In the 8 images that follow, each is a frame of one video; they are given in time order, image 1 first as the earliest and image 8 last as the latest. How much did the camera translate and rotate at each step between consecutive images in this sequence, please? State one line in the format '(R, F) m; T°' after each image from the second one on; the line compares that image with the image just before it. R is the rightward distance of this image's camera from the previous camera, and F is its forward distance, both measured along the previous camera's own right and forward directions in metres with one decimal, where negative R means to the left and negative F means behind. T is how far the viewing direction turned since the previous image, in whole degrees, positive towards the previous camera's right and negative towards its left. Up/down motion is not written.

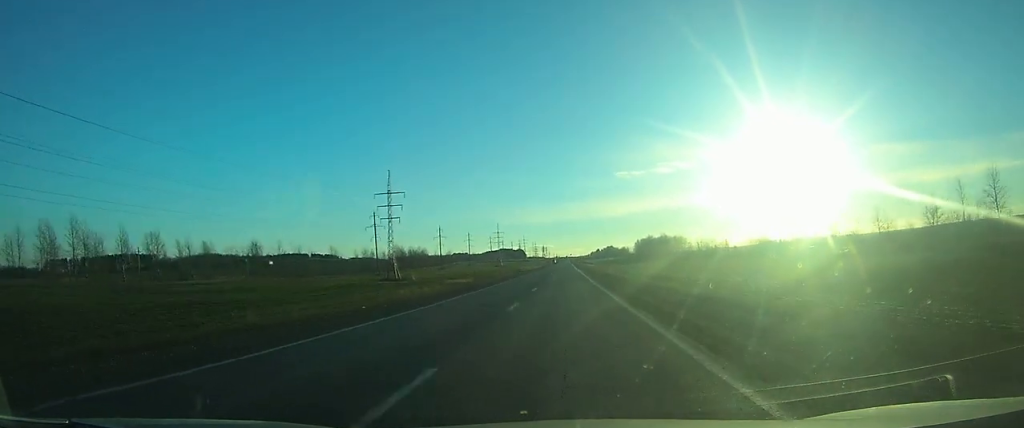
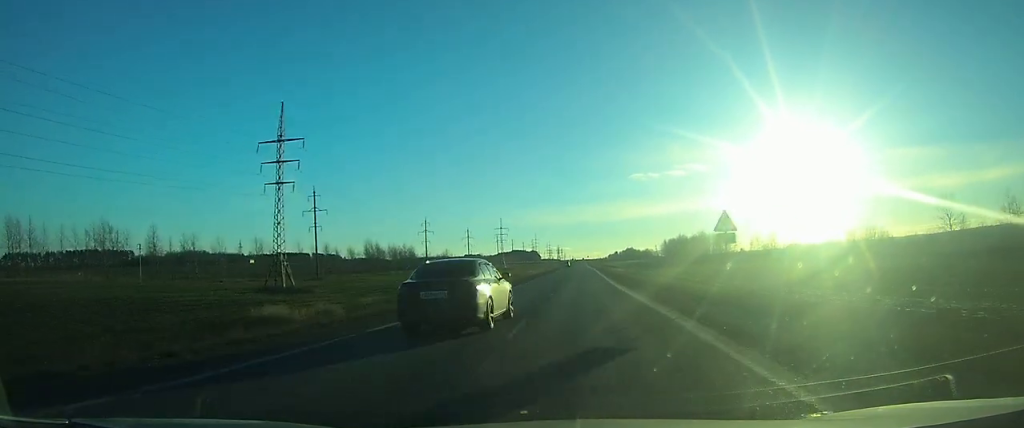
(-0.5, +66.4) m; 0°
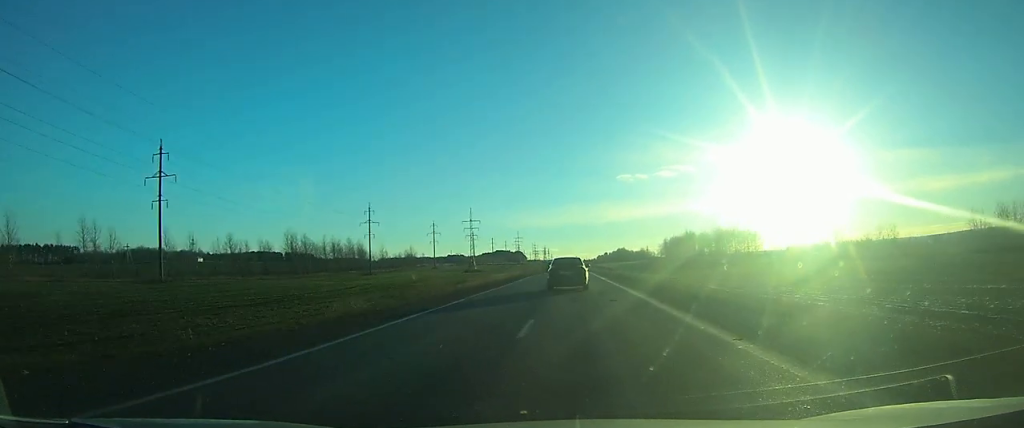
(+0.4, +57.8) m; +1°
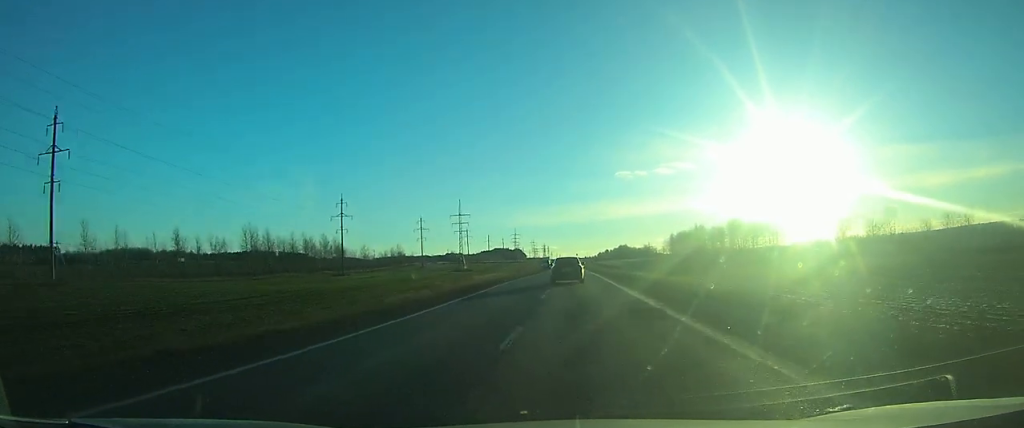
(+0.1, +24.0) m; 0°
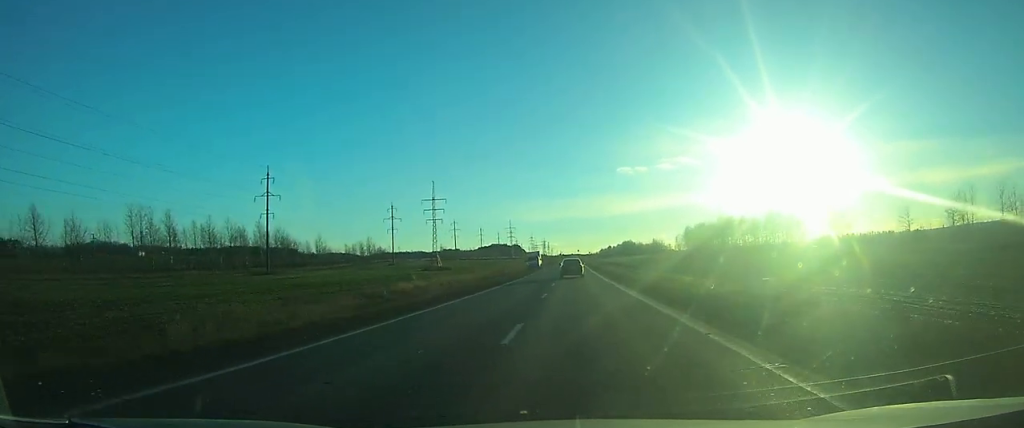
(0.0, +46.7) m; 0°
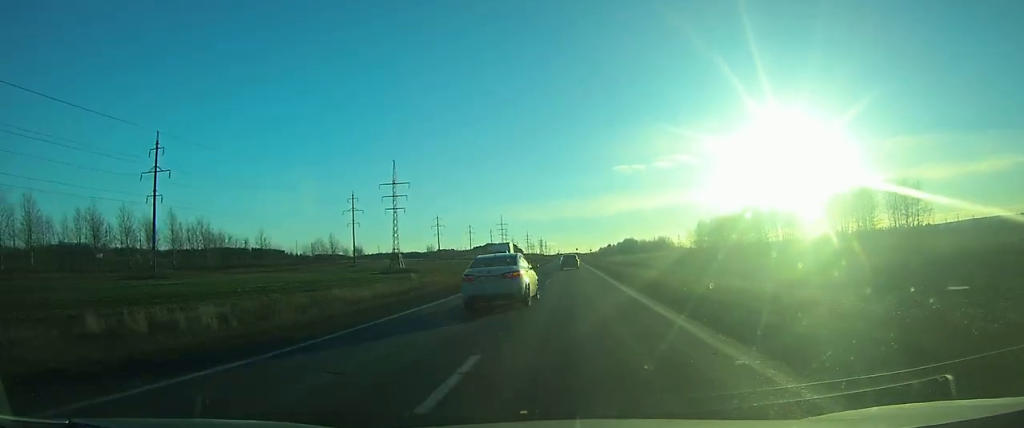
(-0.1, +41.5) m; 0°
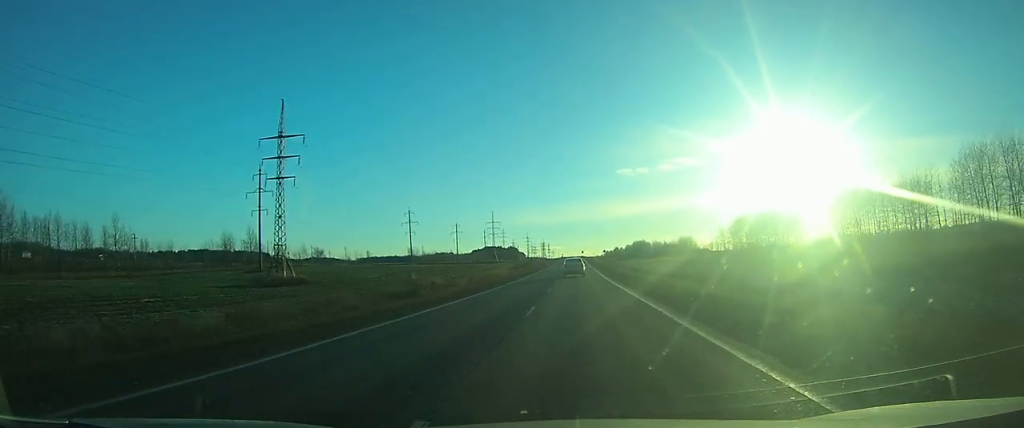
(-0.1, +63.5) m; 0°
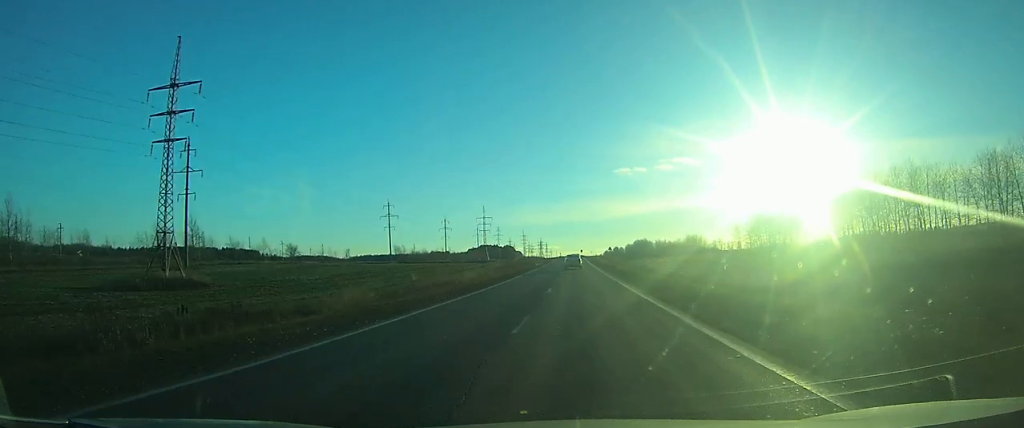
(0.0, +26.4) m; 0°
